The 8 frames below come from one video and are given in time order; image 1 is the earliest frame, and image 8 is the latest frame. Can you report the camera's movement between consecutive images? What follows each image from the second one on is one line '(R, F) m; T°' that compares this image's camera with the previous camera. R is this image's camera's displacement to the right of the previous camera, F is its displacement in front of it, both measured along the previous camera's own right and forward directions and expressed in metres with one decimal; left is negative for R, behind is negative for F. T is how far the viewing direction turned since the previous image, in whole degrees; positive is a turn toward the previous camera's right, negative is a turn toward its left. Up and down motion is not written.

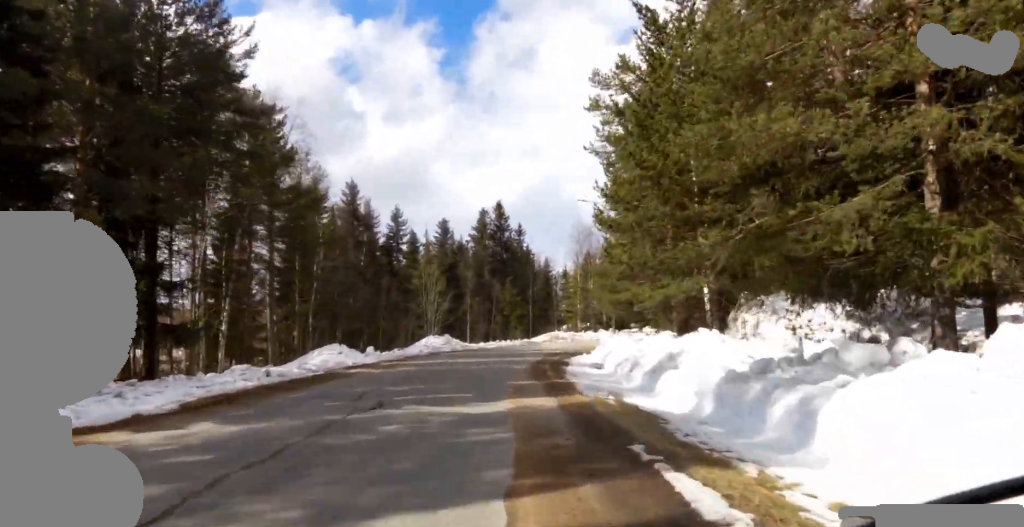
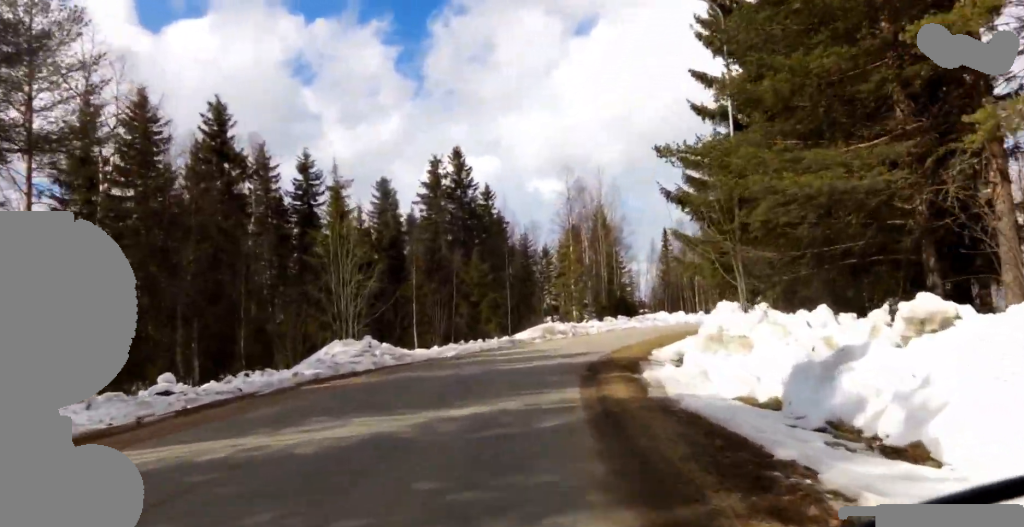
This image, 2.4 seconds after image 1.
(+2.3, +19.3) m; +12°
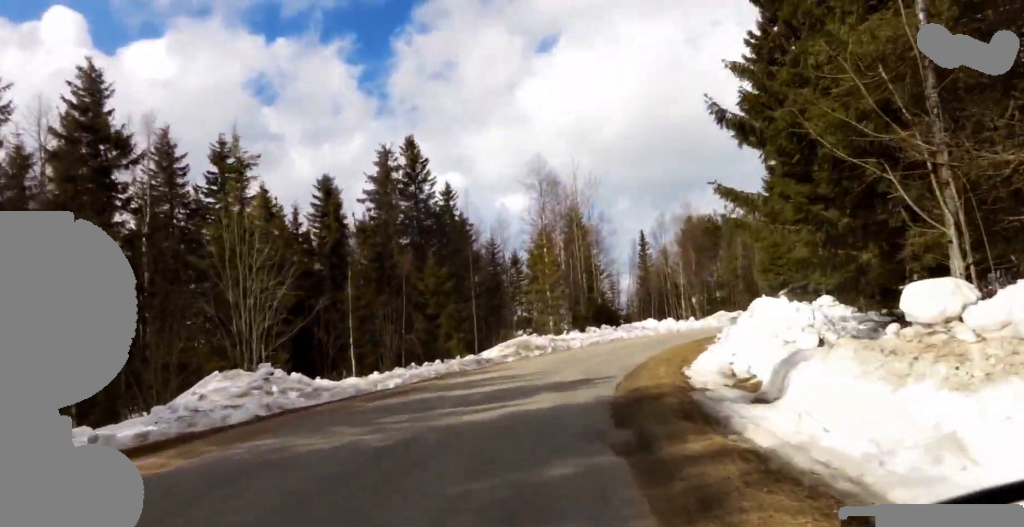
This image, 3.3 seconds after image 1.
(+0.3, +7.0) m; +7°
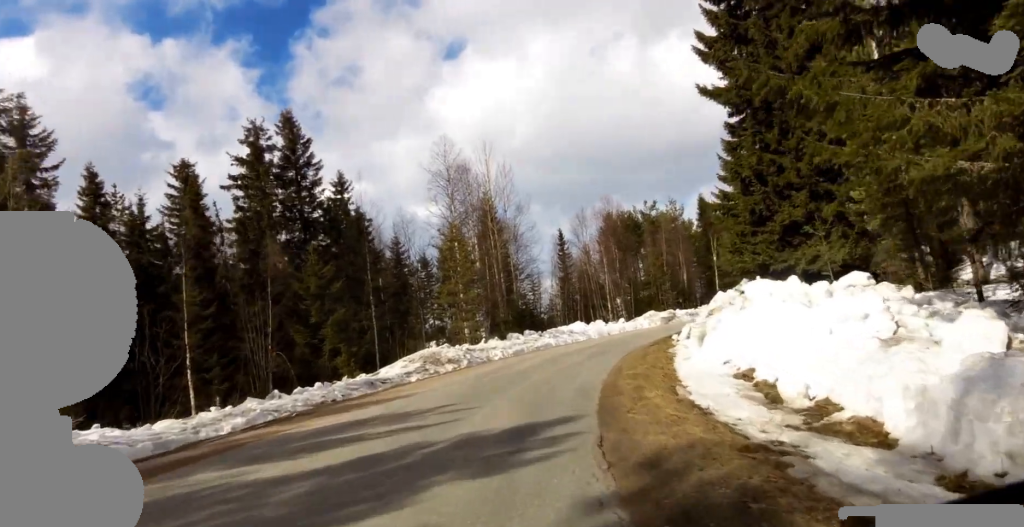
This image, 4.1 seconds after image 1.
(+0.4, +5.9) m; +8°
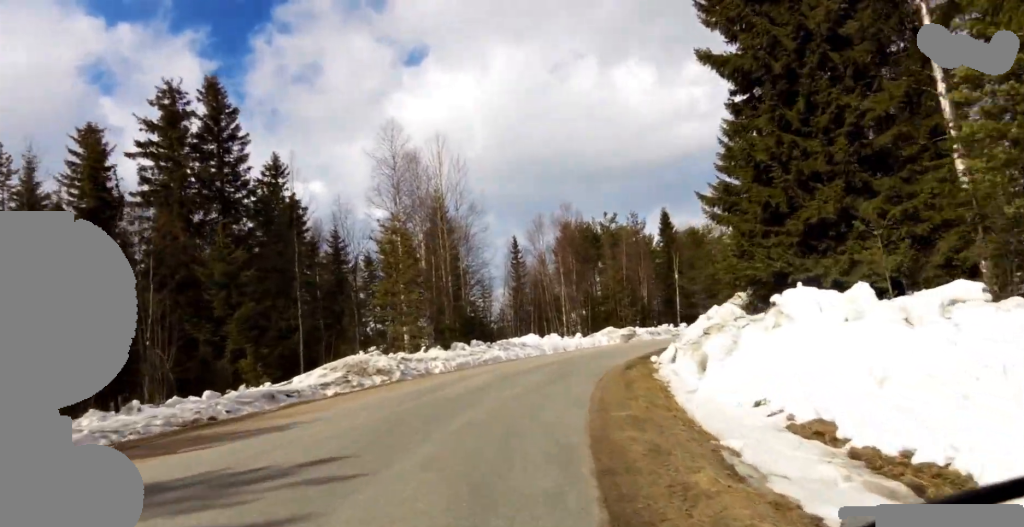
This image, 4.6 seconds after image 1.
(+0.4, +4.1) m; +5°
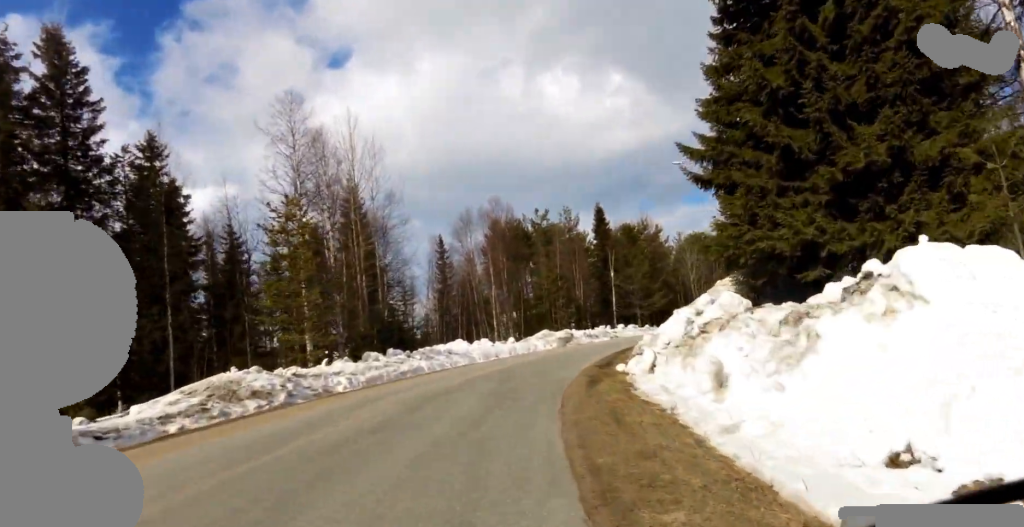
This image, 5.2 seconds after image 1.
(+0.2, +4.4) m; +3°
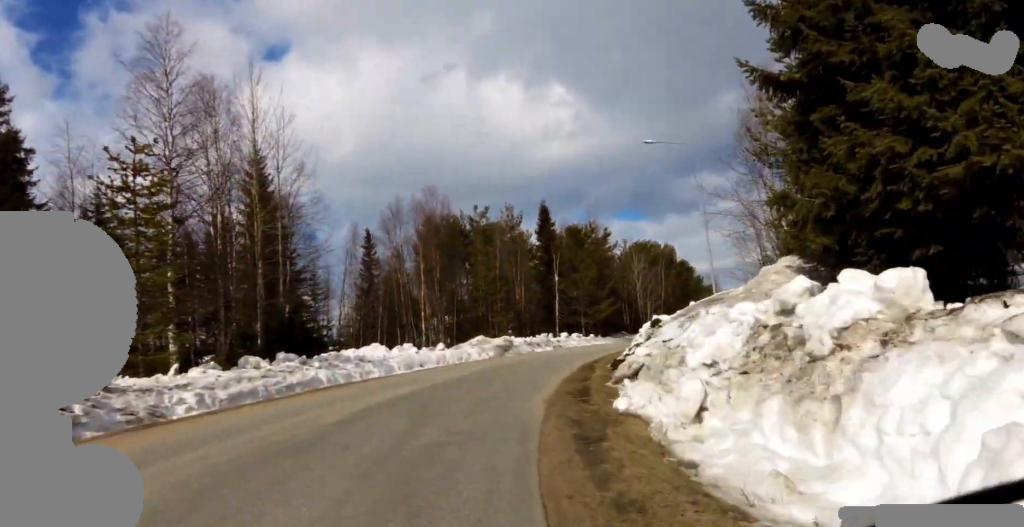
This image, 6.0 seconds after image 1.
(+0.1, +5.5) m; +1°
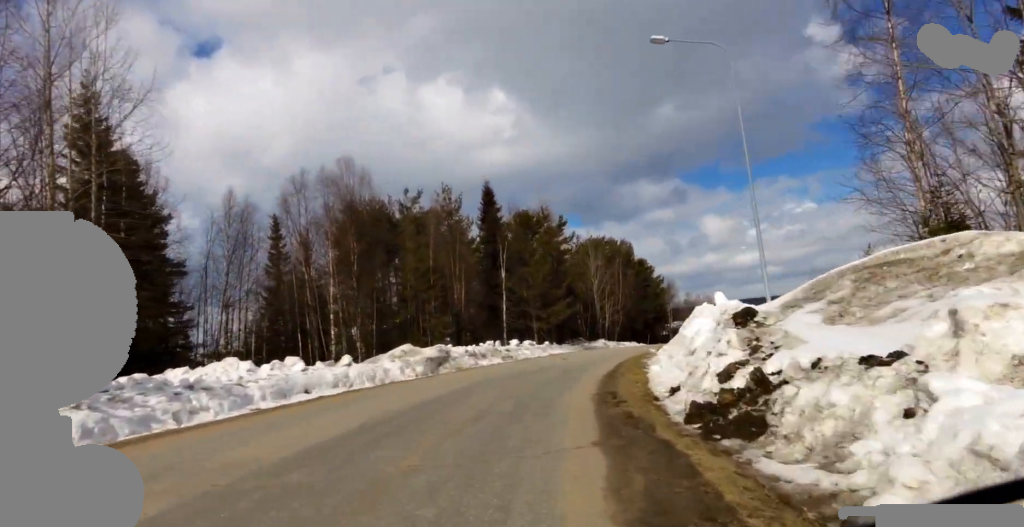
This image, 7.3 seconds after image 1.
(+0.1, +8.8) m; +5°
